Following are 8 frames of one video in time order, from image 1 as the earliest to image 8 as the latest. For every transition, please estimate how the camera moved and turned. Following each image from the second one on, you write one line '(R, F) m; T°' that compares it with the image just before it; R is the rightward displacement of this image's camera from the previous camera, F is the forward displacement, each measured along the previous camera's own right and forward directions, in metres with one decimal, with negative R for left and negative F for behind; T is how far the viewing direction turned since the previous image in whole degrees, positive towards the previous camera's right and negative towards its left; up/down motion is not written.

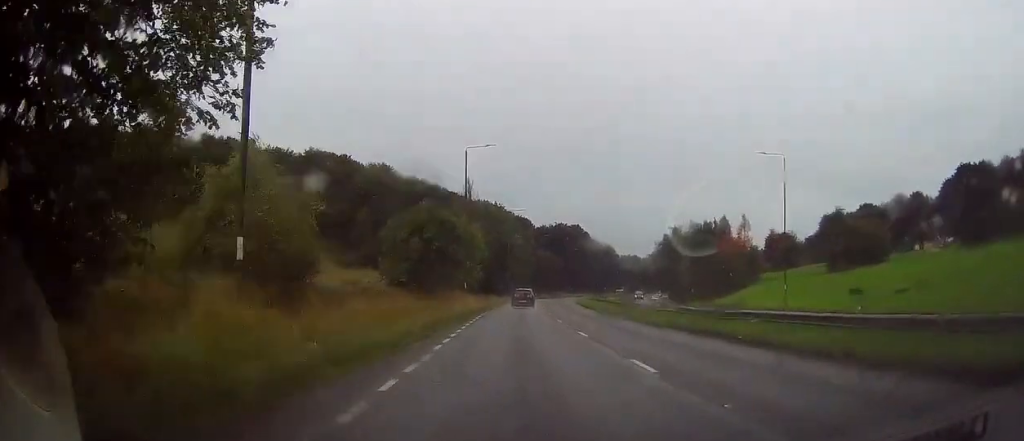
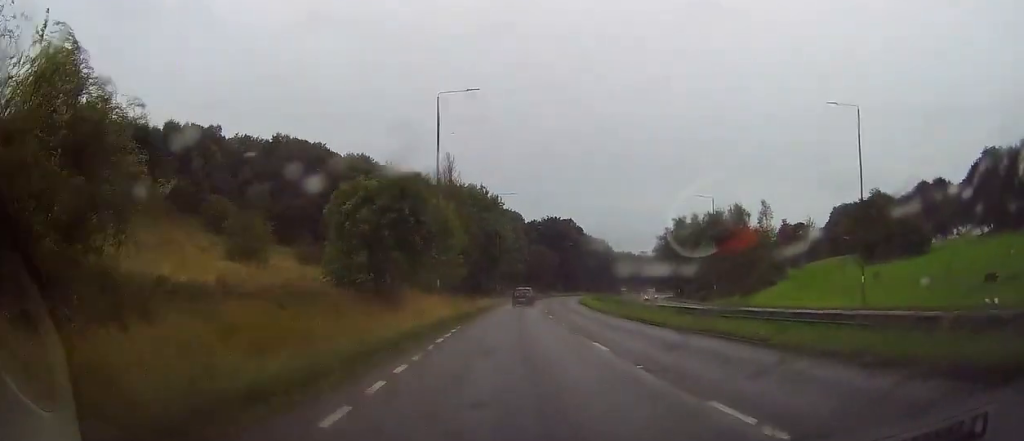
(+0.3, +14.3) m; +1°
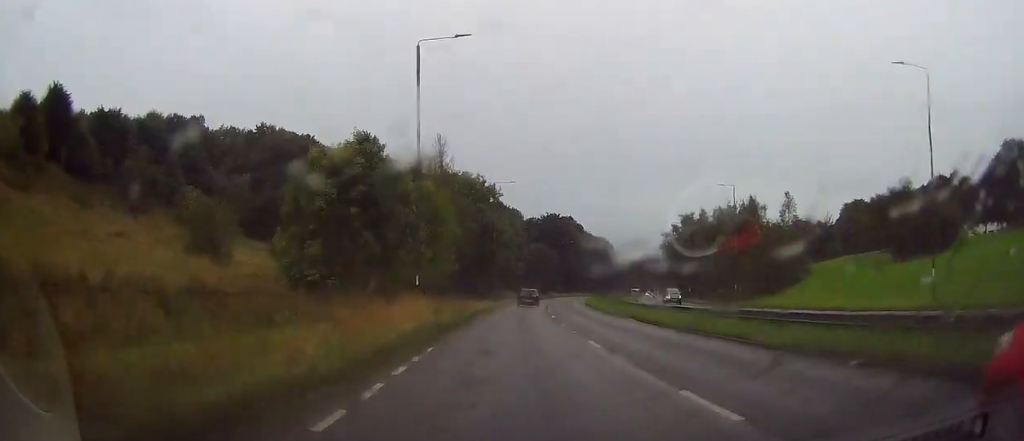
(+0.2, +8.1) m; 0°
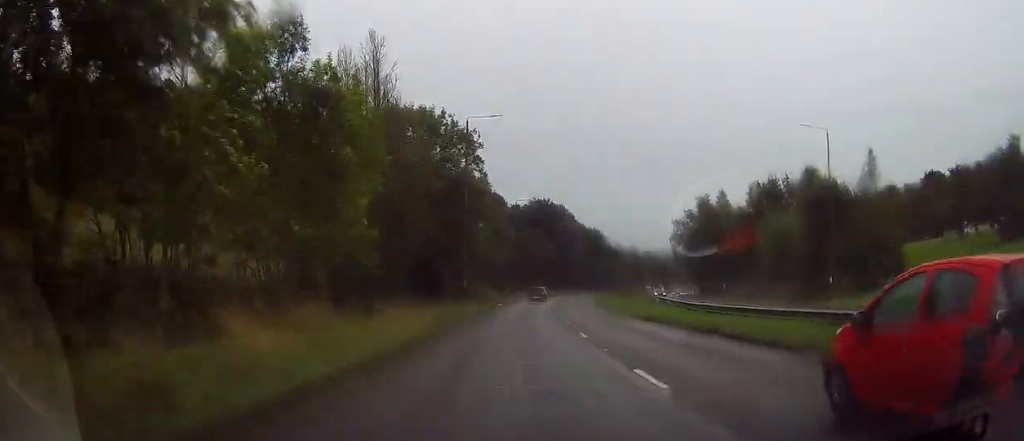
(-0.2, +25.3) m; +1°
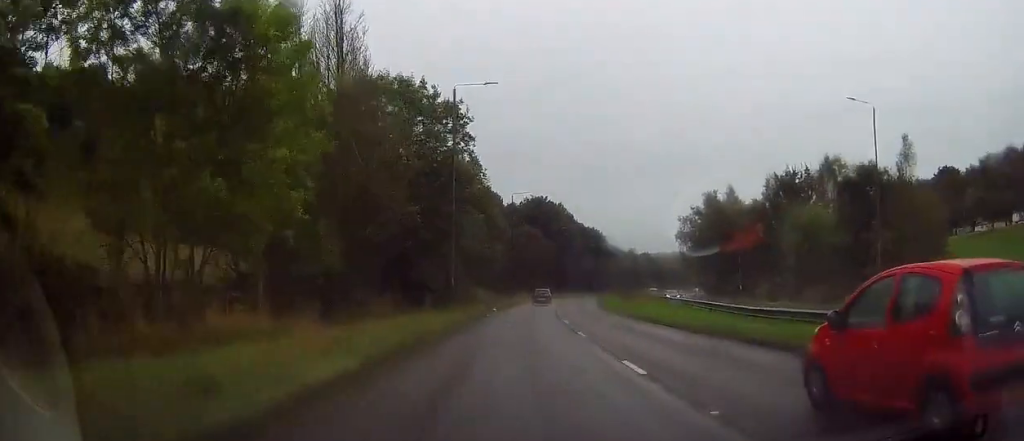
(+0.1, +7.3) m; +1°
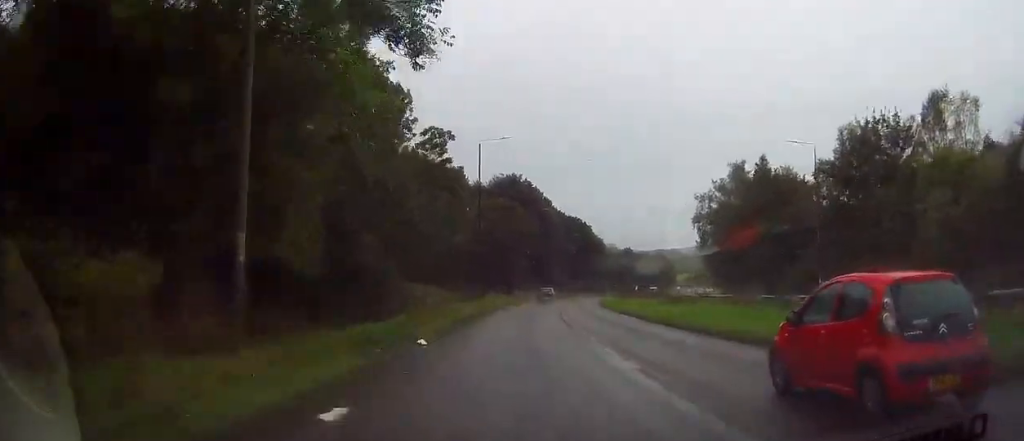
(+0.5, +26.4) m; +3°
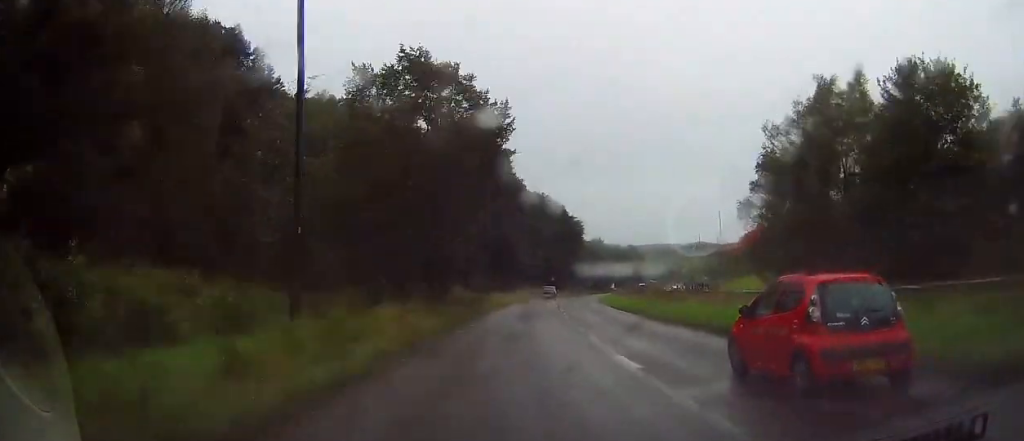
(+1.0, +36.8) m; +3°
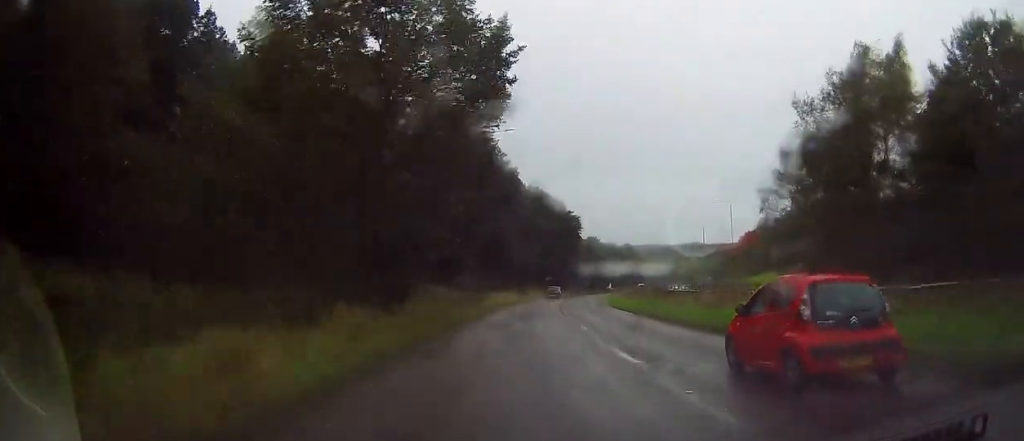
(+0.2, +8.4) m; +1°
